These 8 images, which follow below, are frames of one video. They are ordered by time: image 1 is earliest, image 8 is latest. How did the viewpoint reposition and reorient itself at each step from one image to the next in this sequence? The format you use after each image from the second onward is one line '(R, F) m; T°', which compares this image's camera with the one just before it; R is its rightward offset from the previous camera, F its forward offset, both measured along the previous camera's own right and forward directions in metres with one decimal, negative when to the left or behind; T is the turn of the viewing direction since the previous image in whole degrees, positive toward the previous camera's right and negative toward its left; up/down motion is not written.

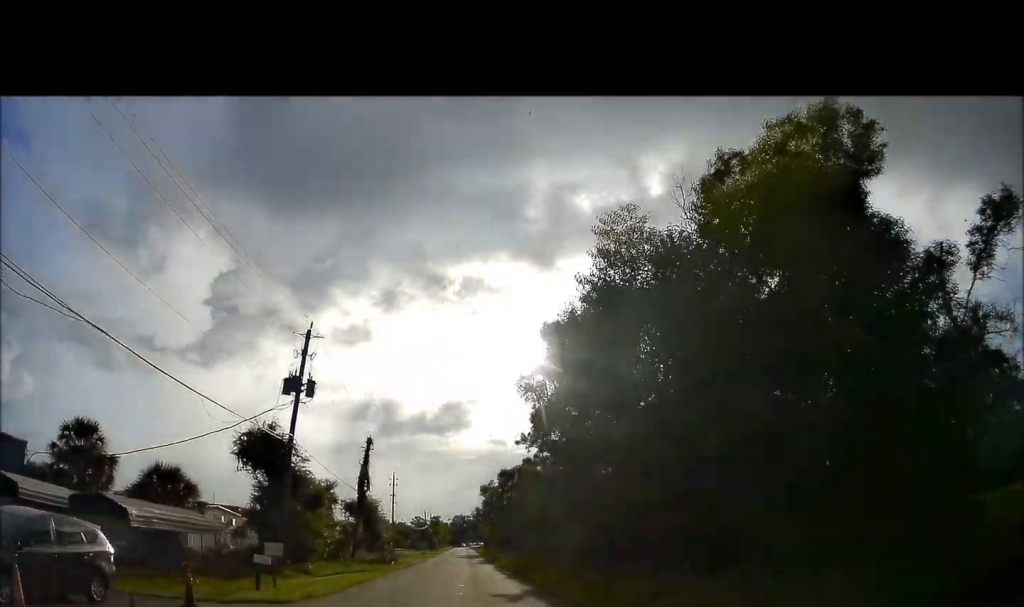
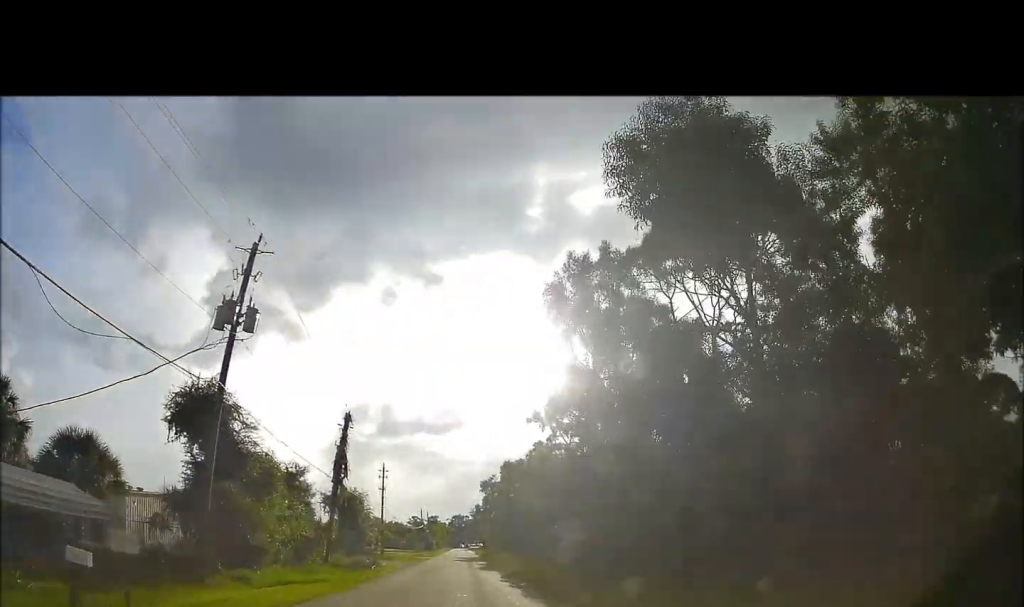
(+0.4, +9.2) m; 0°
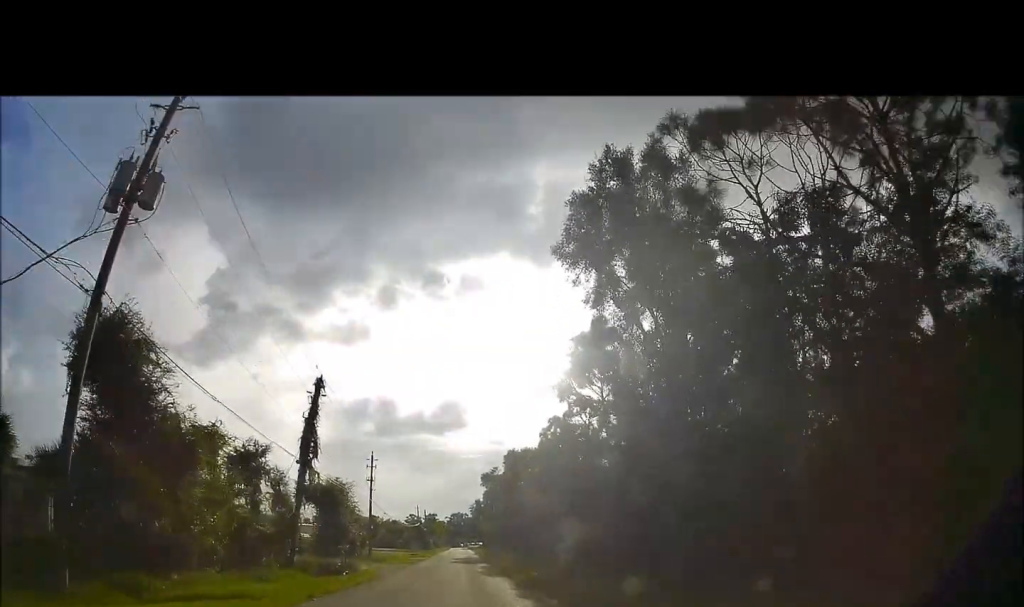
(-0.2, +8.3) m; 0°
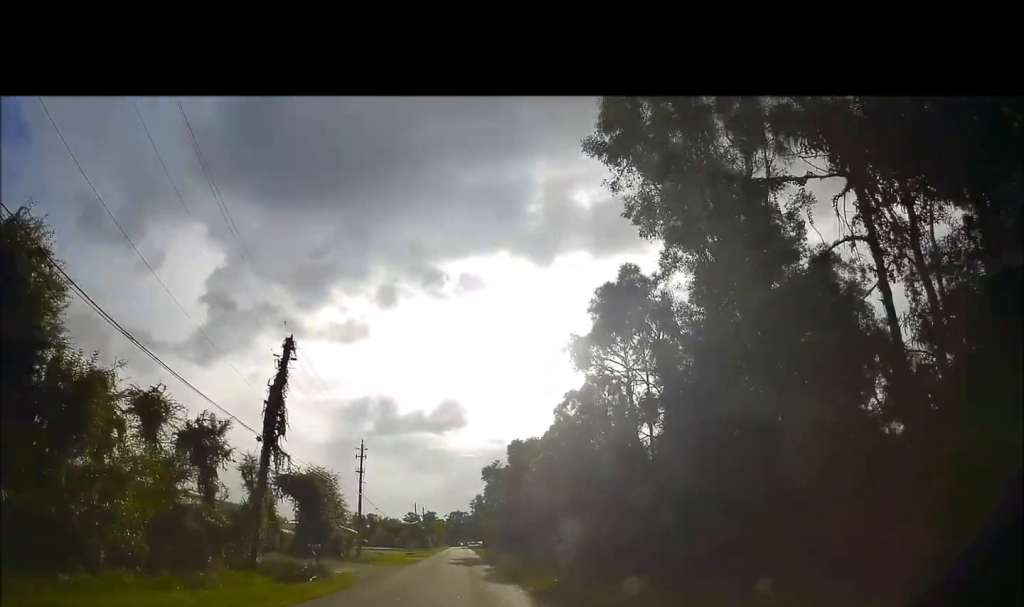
(-0.3, +6.1) m; 0°
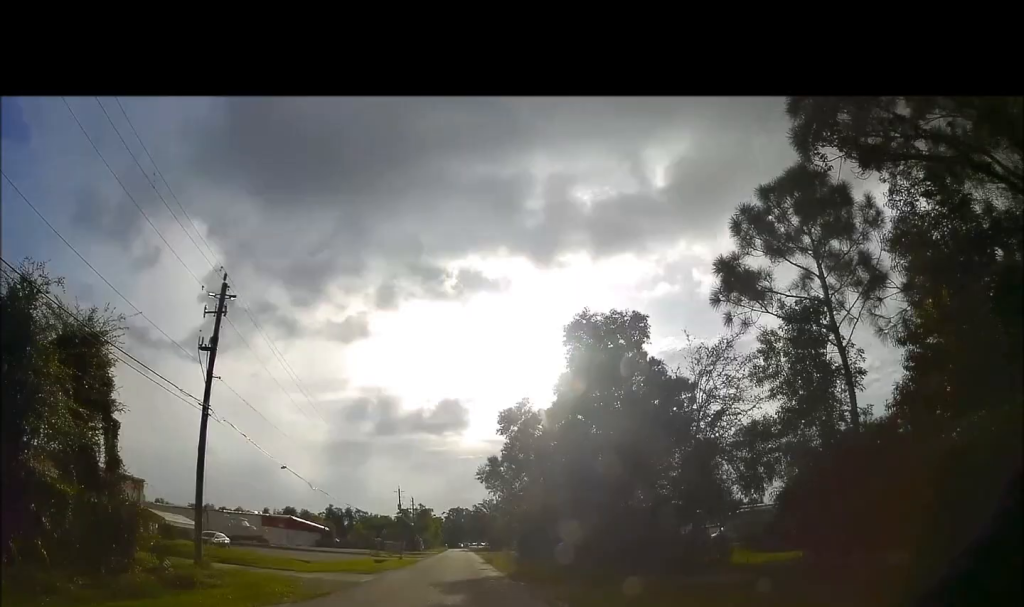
(+2.0, +34.7) m; +5°
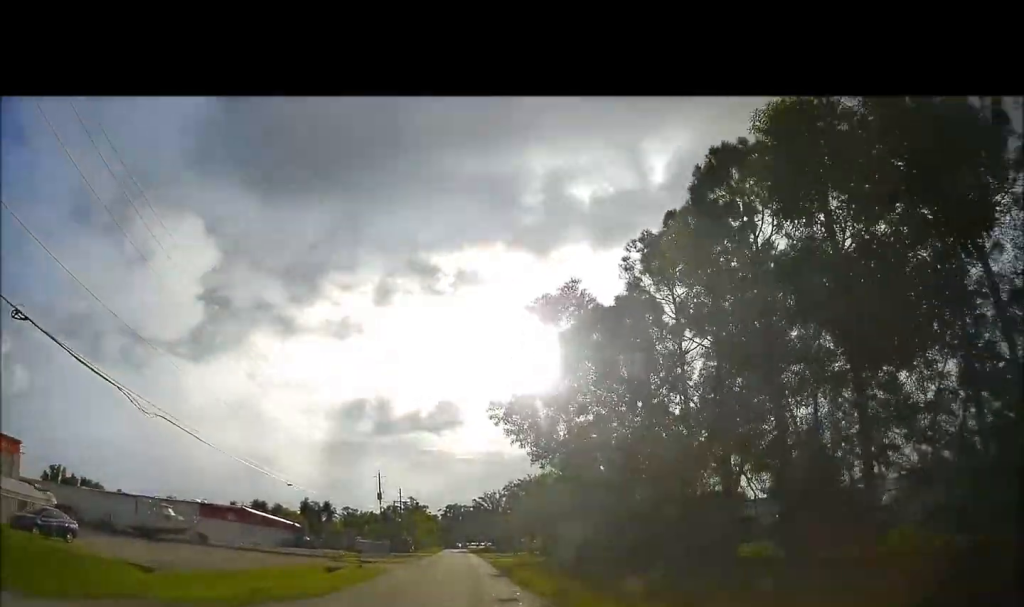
(-0.2, +20.6) m; 0°
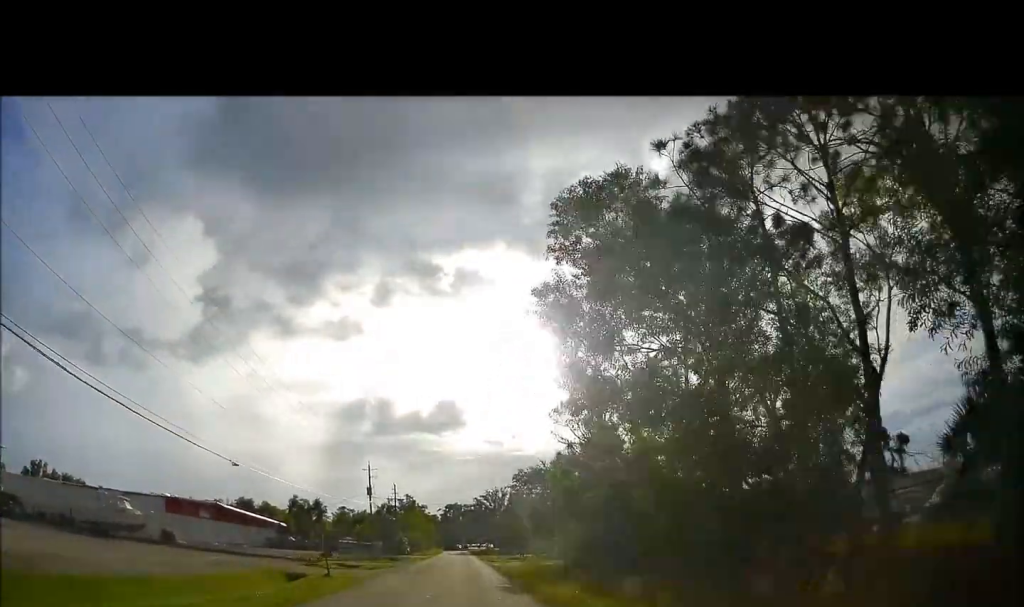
(+0.3, +8.3) m; 0°
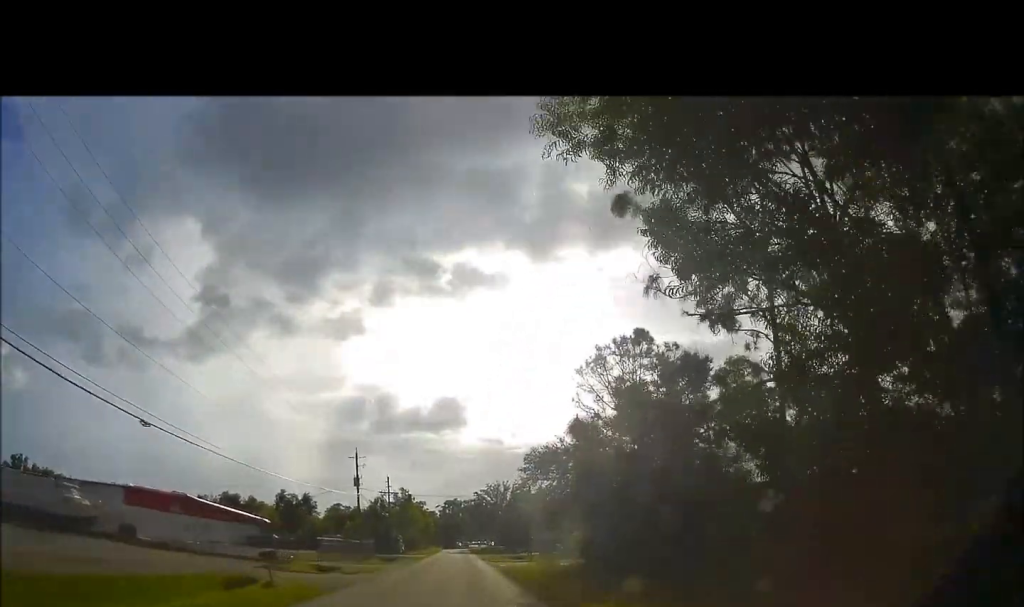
(-0.1, +7.9) m; -1°
